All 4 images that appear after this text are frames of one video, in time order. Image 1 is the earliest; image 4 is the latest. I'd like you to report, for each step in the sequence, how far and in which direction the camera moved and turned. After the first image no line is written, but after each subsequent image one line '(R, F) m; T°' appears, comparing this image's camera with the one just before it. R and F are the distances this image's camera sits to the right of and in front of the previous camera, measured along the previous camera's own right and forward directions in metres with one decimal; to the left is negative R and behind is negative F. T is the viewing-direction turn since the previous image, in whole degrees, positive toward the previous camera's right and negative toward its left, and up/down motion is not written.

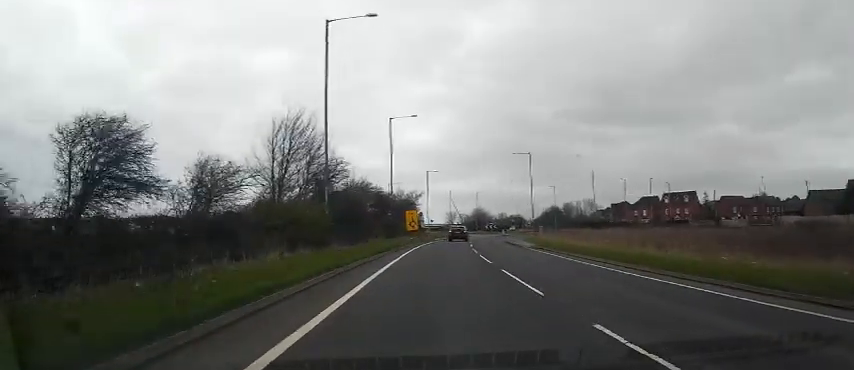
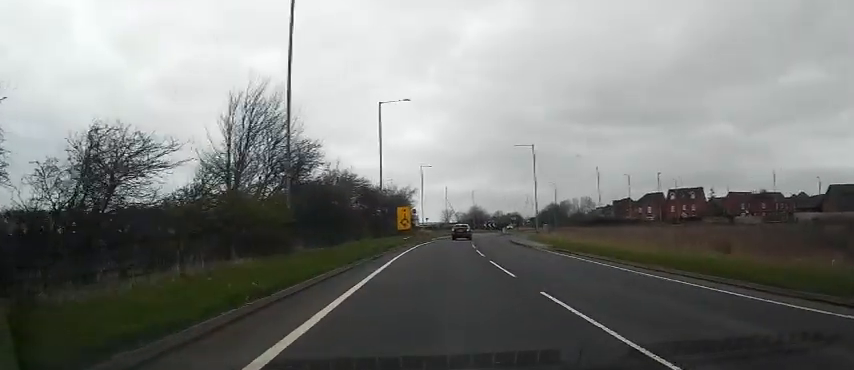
(0.0, +6.5) m; +1°
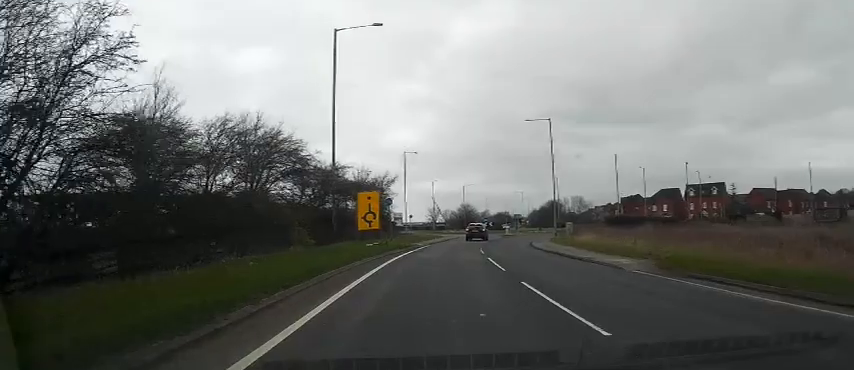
(+0.2, +16.8) m; +1°
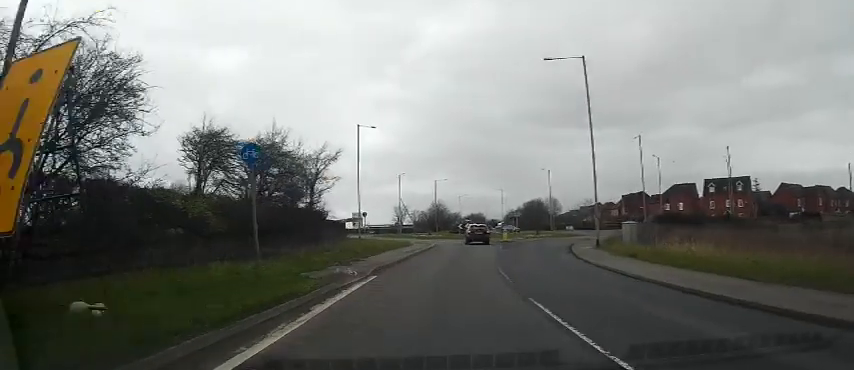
(+0.2, +21.0) m; +3°
